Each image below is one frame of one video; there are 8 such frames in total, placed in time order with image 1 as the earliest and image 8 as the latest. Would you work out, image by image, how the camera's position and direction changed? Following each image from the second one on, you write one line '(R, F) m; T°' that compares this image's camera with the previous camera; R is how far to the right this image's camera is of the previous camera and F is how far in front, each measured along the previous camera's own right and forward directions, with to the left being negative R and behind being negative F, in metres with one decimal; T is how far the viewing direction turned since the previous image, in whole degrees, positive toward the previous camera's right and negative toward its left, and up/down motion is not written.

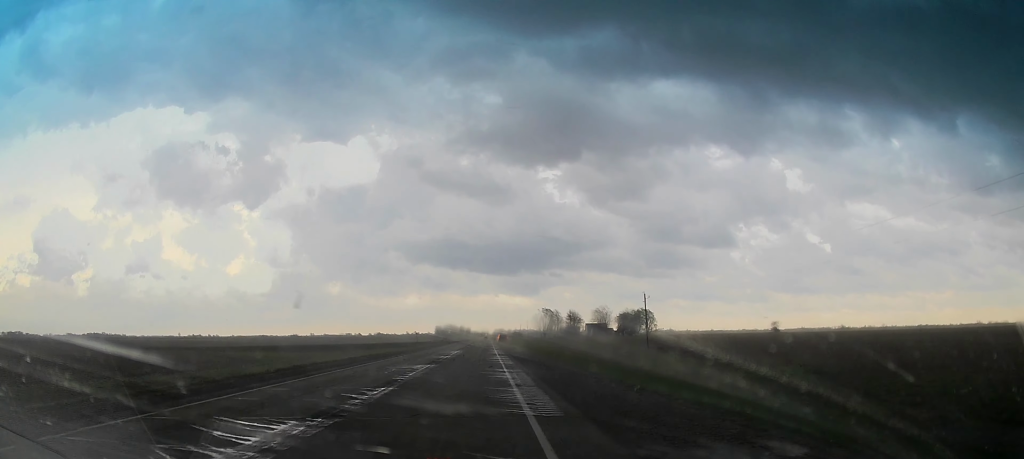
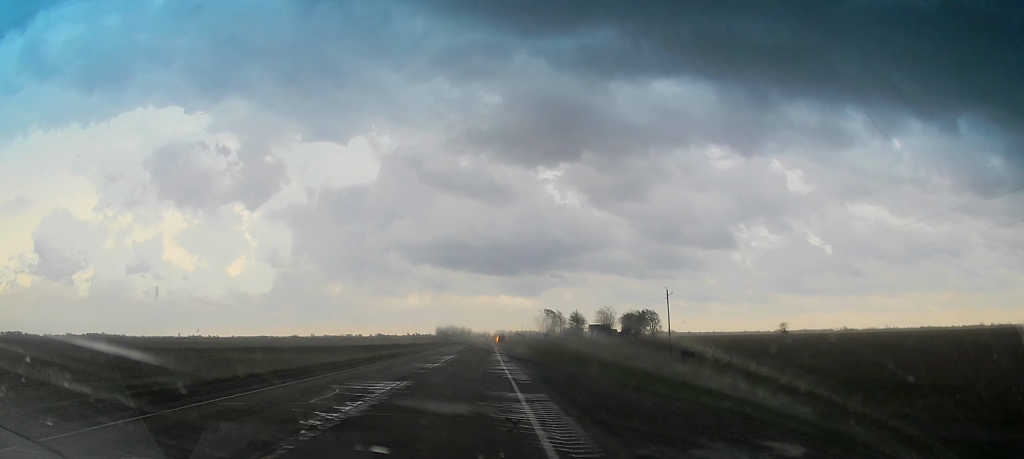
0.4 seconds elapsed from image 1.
(0.0, +9.4) m; 0°
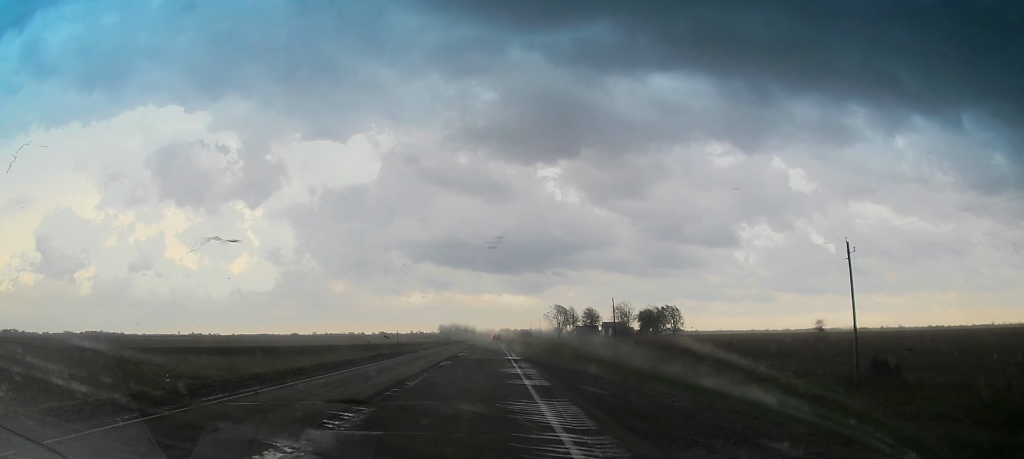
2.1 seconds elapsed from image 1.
(-0.3, +35.9) m; -2°
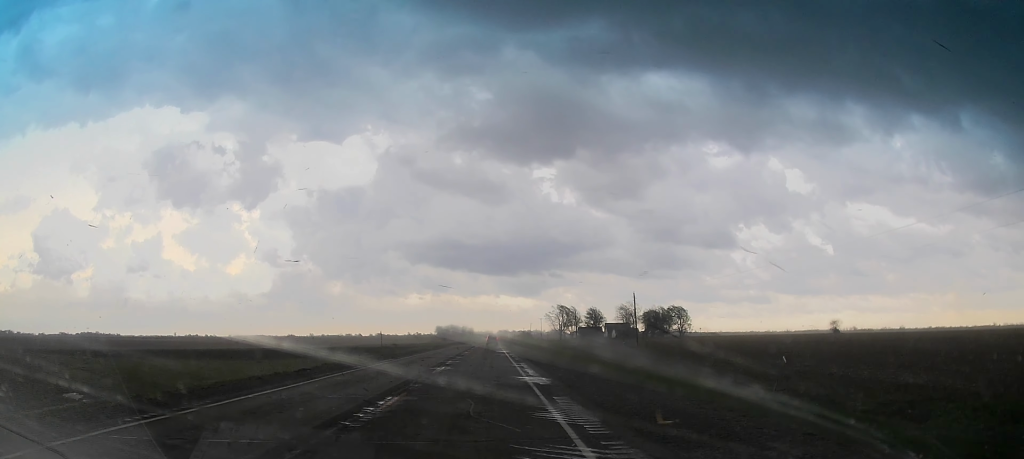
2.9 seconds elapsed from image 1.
(-0.4, +16.5) m; 0°
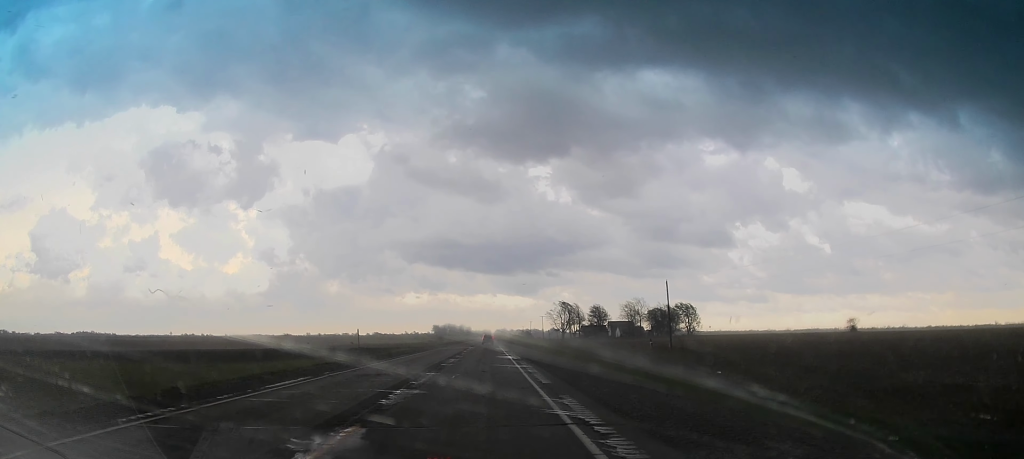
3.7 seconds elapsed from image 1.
(+0.5, +17.3) m; +1°
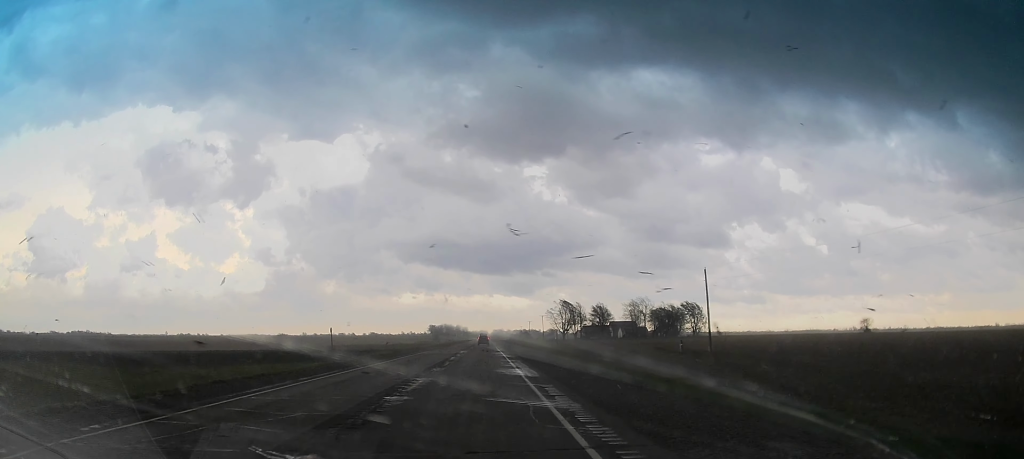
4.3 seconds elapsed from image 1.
(+0.1, +13.8) m; 0°
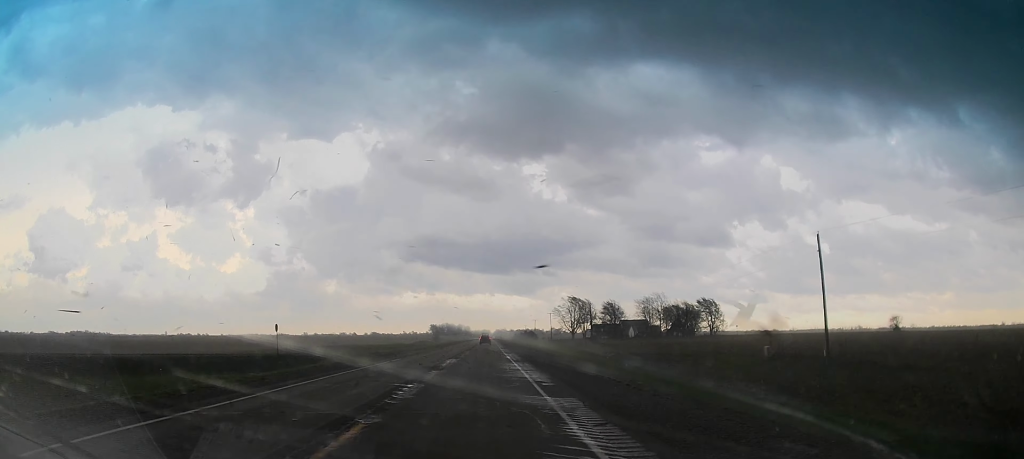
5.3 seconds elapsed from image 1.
(0.0, +21.2) m; -1°
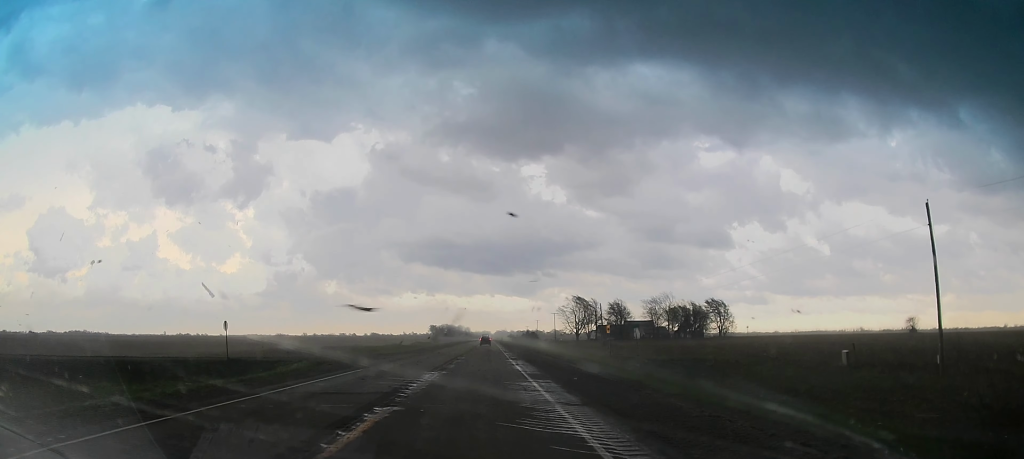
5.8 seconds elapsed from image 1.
(+0.1, +11.7) m; -1°
